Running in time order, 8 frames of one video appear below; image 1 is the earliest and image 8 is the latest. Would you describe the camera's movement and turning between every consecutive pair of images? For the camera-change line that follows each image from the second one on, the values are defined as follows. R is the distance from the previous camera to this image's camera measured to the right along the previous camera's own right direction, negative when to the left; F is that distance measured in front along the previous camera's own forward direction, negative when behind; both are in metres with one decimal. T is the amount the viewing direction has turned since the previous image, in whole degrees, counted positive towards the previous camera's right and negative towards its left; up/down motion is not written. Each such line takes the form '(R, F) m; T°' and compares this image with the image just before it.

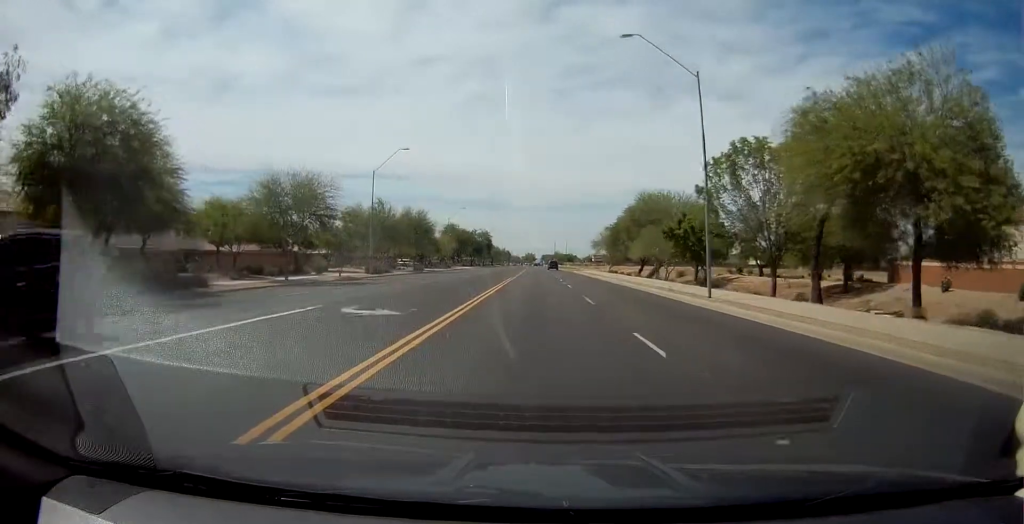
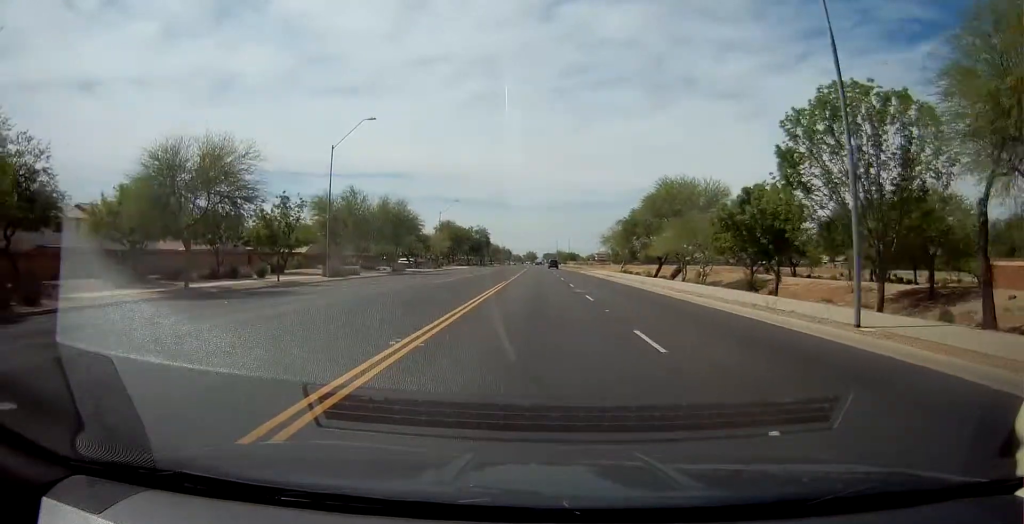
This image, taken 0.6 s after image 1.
(+0.2, +12.0) m; +1°
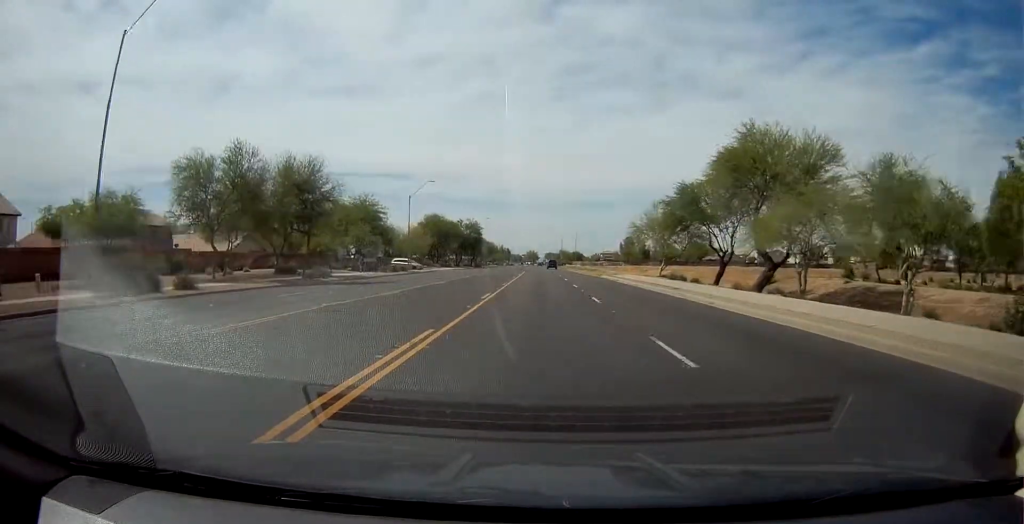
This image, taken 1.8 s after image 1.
(+0.6, +25.6) m; +1°
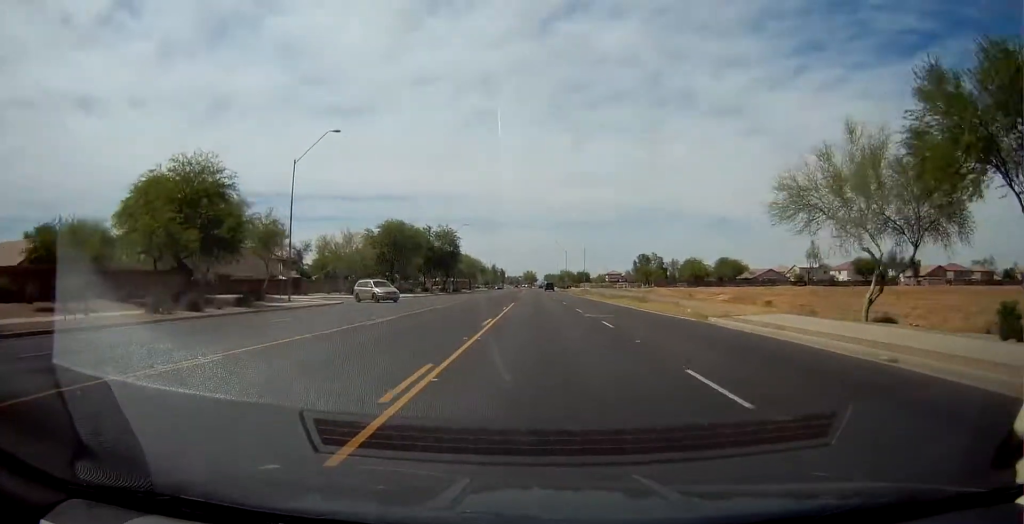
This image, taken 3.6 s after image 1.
(0.0, +37.6) m; -1°
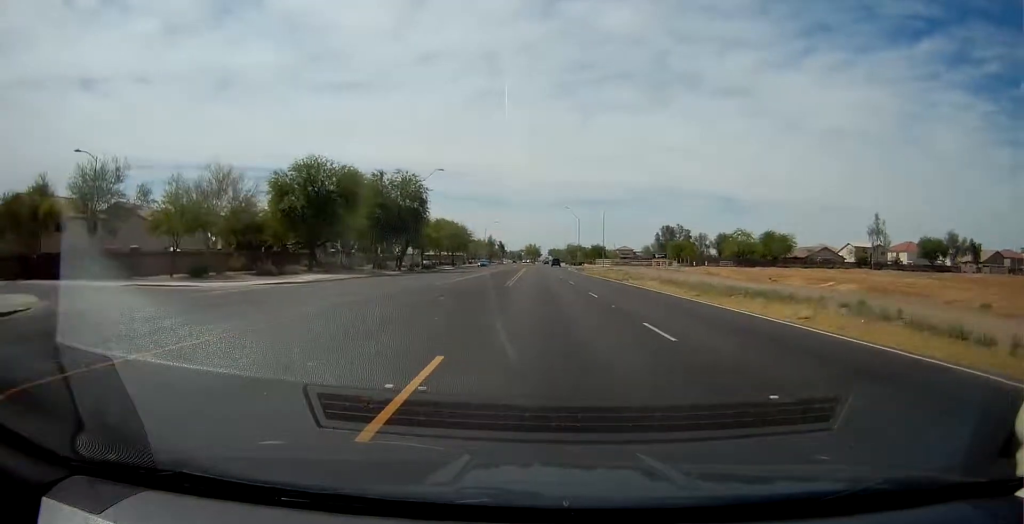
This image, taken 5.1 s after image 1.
(-0.9, +32.4) m; -1°
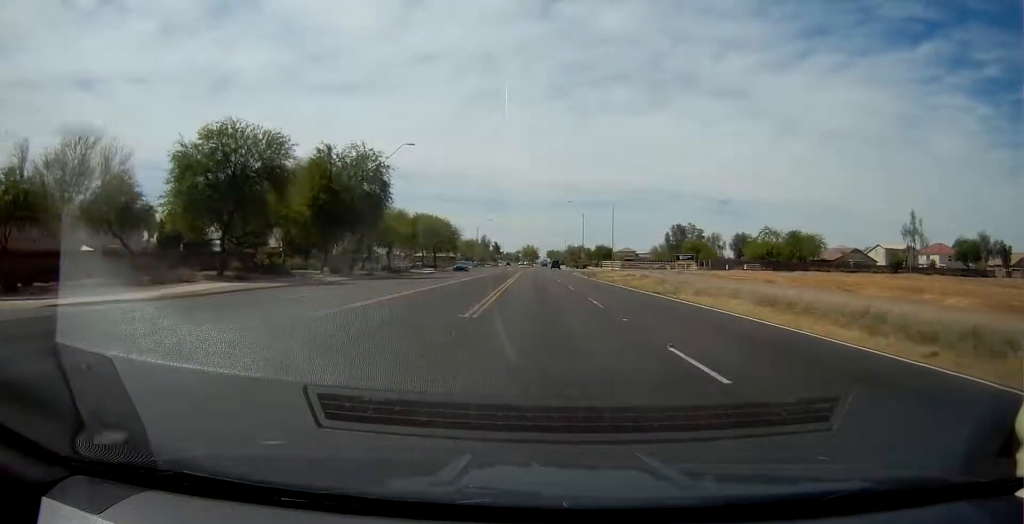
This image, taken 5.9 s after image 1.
(+0.5, +15.9) m; +1°
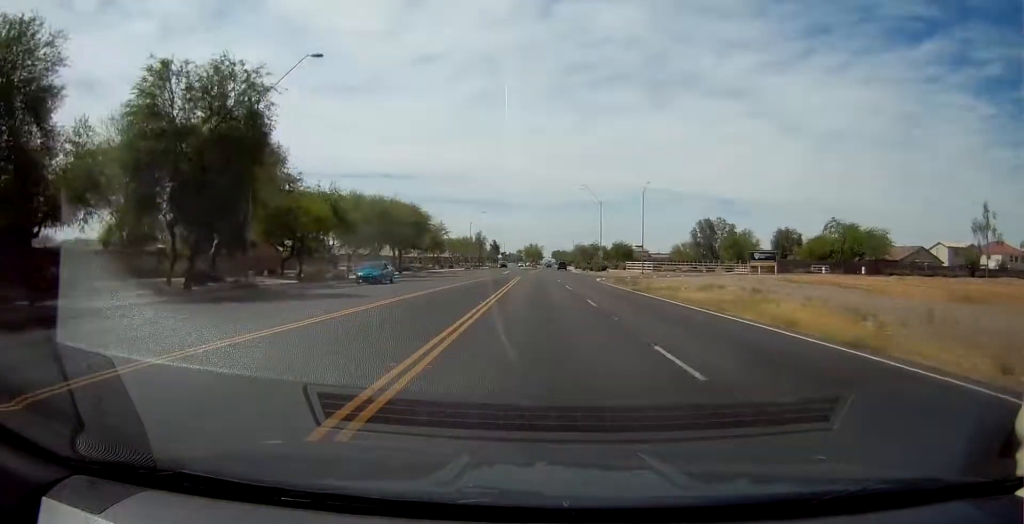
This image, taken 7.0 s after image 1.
(-0.1, +24.0) m; -1°
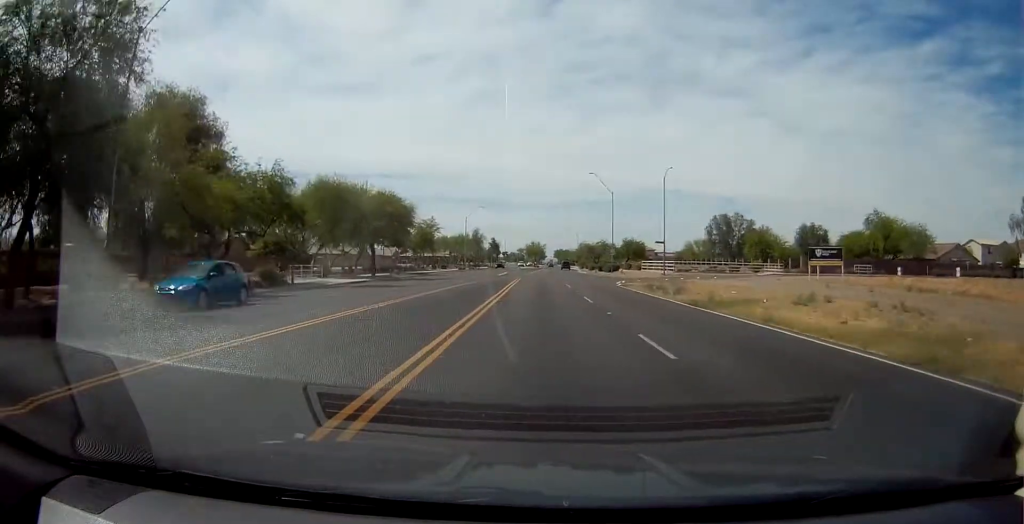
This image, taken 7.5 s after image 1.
(0.0, +11.0) m; 0°
